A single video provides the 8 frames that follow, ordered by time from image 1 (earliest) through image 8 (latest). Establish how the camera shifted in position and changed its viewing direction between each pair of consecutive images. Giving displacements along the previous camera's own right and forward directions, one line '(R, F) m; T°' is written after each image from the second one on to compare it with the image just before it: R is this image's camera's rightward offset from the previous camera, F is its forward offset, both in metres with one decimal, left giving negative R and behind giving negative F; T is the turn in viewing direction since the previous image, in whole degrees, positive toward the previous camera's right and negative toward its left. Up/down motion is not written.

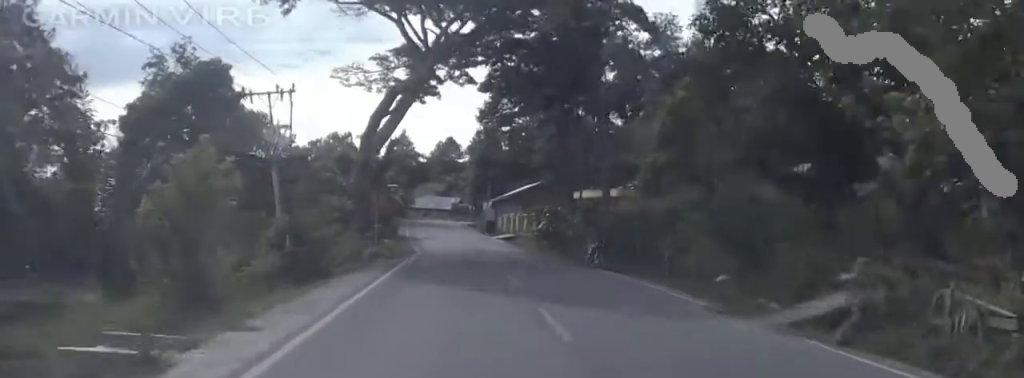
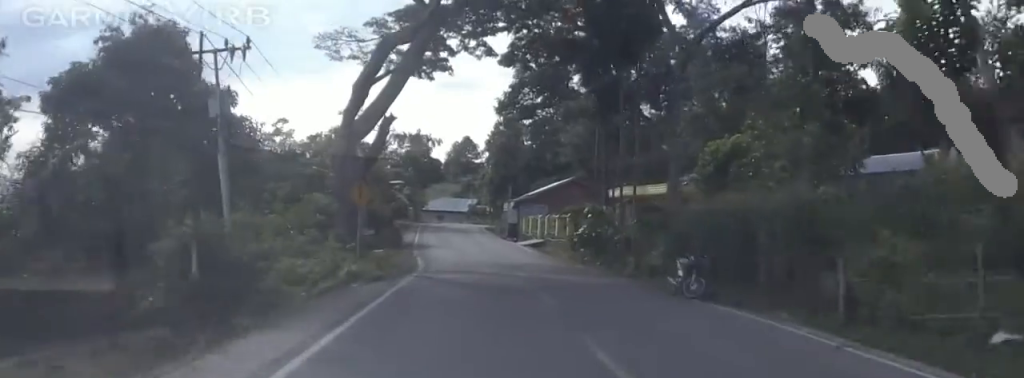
(0.0, +10.6) m; -1°
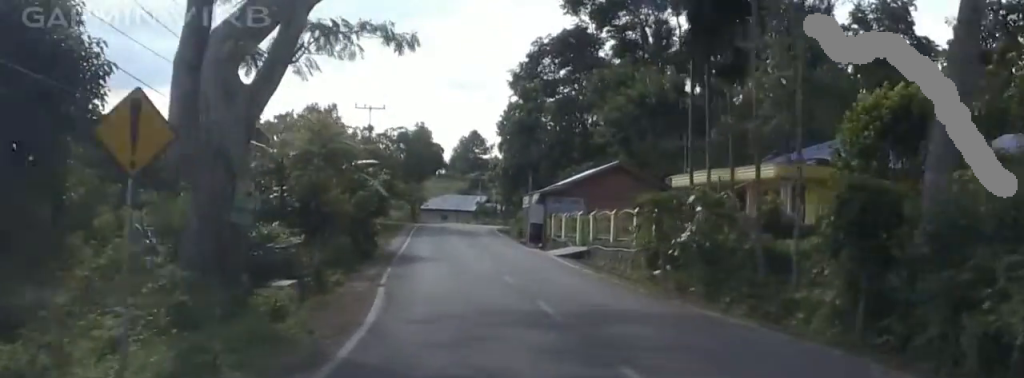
(-0.5, +16.8) m; -3°
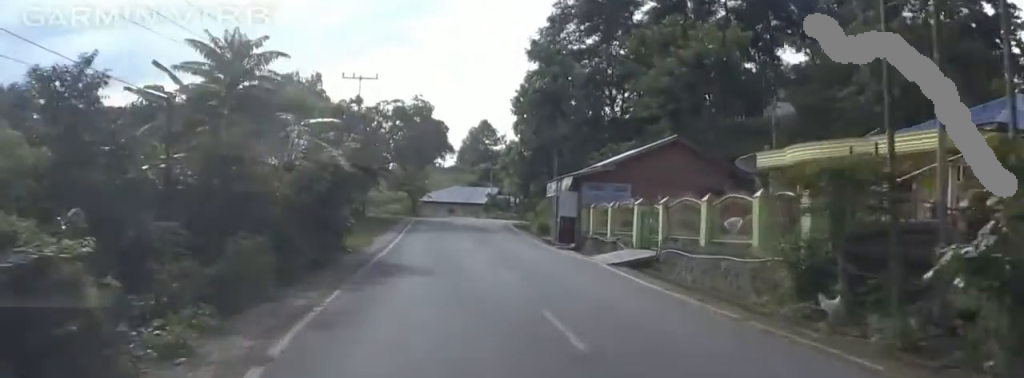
(-0.5, +11.6) m; +1°
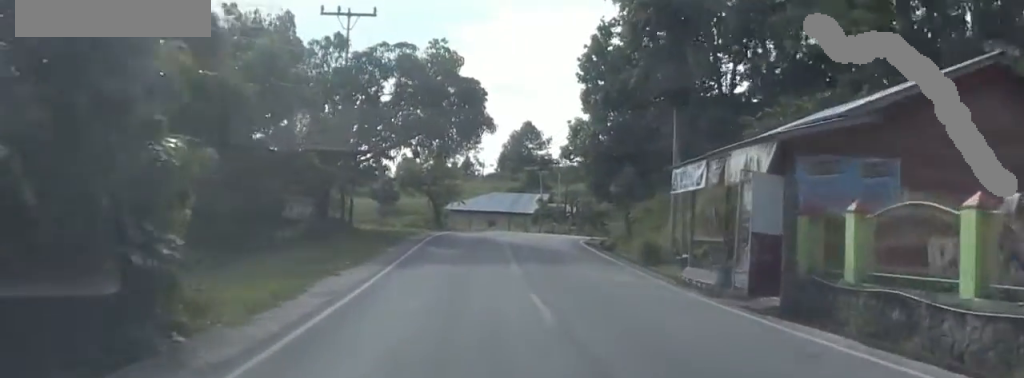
(+2.2, +20.7) m; +4°
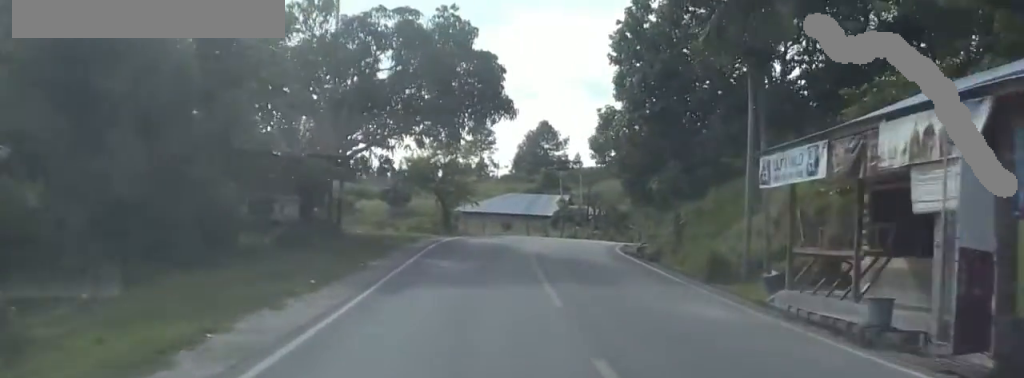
(+0.5, +6.4) m; -2°
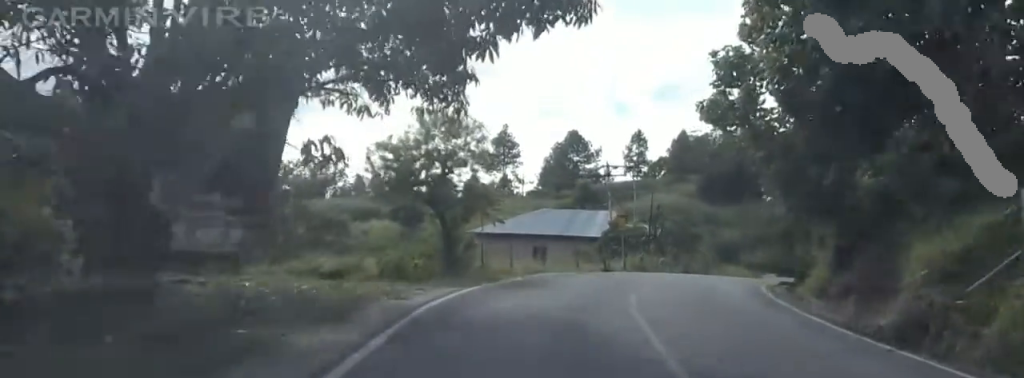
(-1.9, +18.9) m; -3°
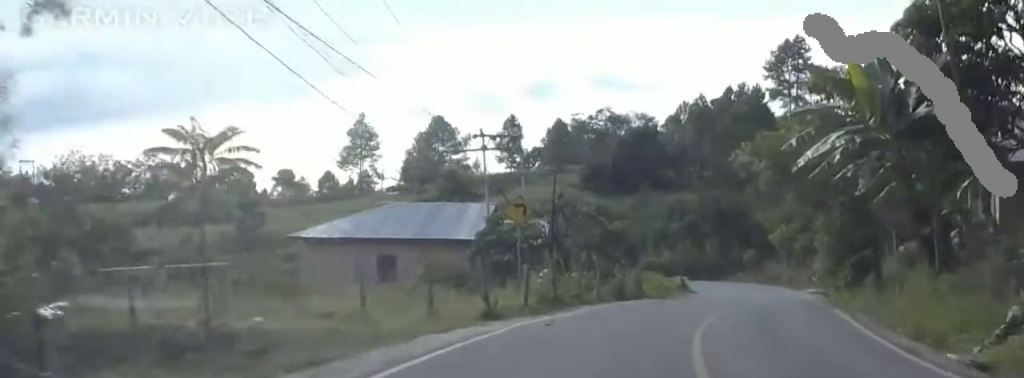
(+1.1, +21.3) m; +11°
